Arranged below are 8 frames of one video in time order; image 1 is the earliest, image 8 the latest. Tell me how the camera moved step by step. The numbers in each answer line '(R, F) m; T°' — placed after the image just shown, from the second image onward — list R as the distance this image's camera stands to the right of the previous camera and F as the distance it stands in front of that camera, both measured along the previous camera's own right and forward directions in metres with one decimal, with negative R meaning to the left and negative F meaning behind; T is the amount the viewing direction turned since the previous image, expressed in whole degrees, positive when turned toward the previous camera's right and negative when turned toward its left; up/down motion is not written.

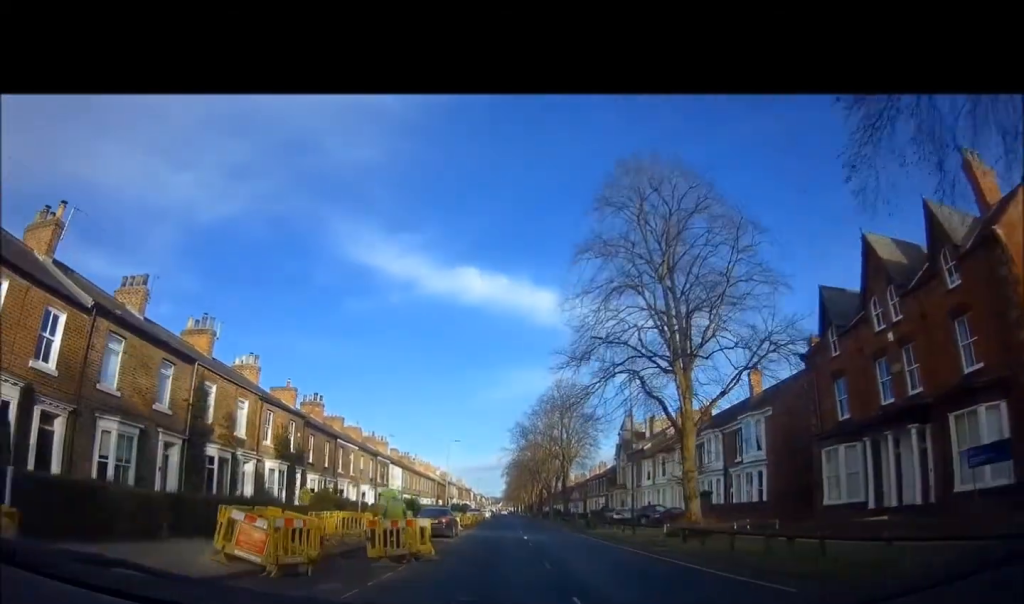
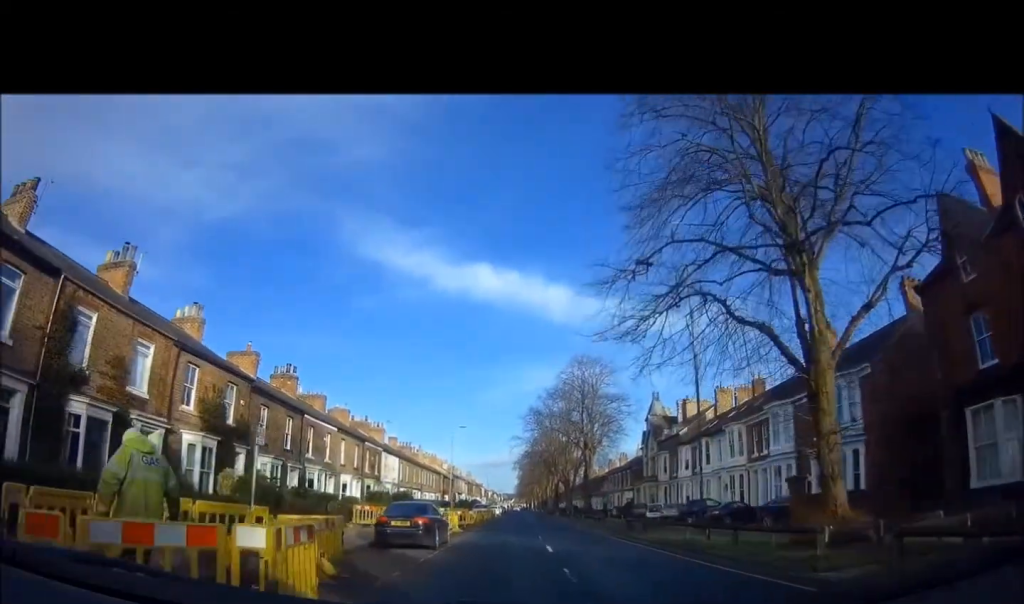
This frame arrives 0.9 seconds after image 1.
(-0.4, +8.1) m; -2°
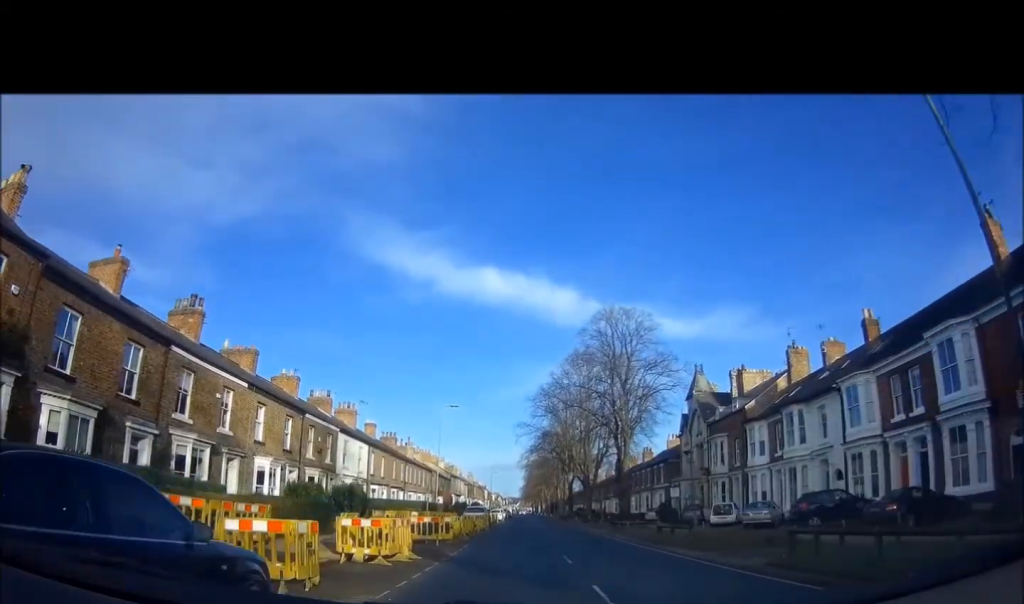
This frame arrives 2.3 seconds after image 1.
(0.0, +14.3) m; 0°
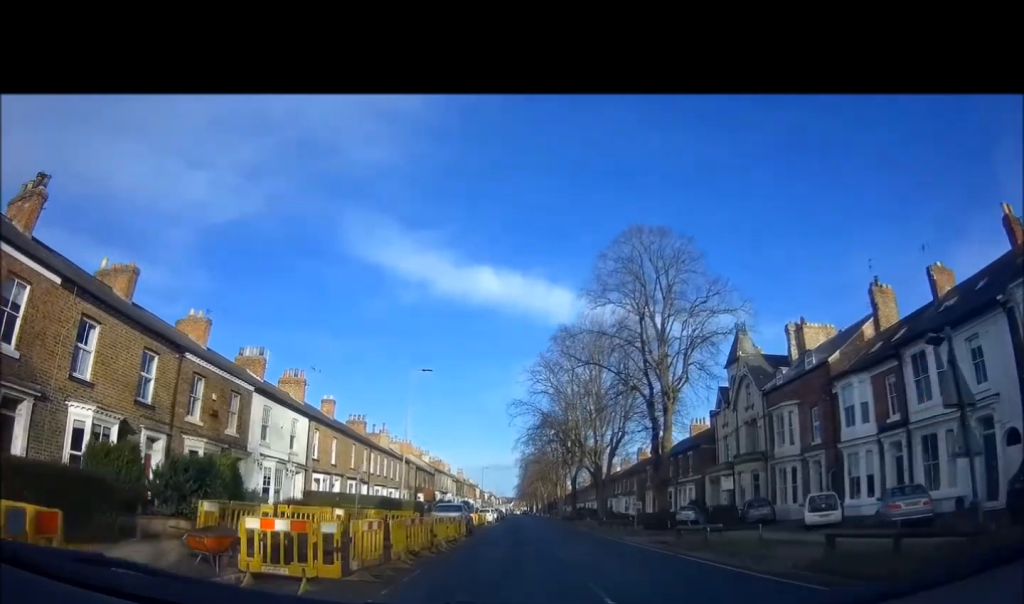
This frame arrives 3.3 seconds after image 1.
(0.0, +10.9) m; -1°
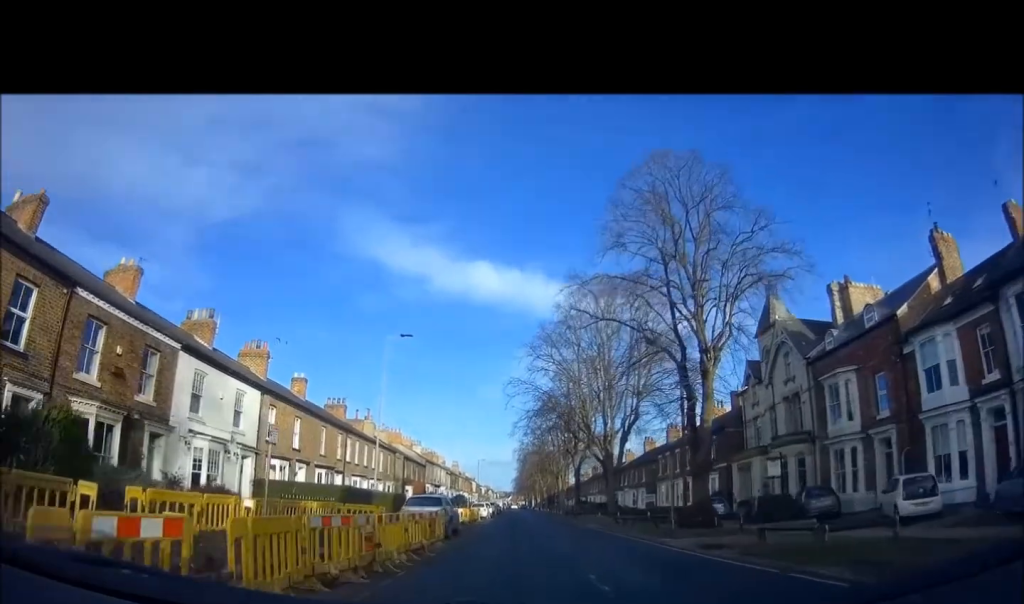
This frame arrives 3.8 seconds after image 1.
(-0.2, +5.7) m; 0°
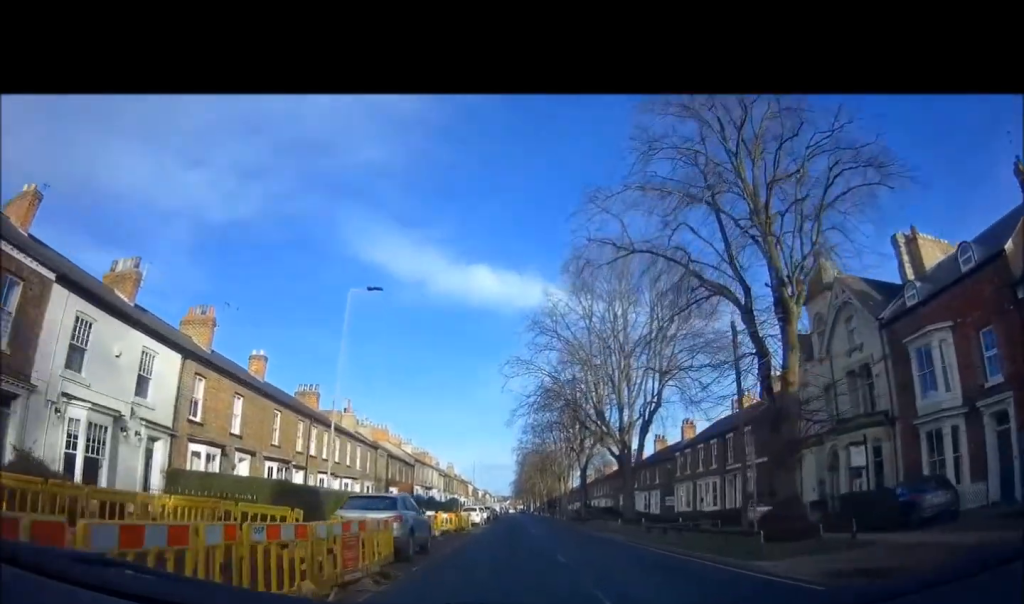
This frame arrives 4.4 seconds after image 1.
(+0.1, +7.1) m; 0°
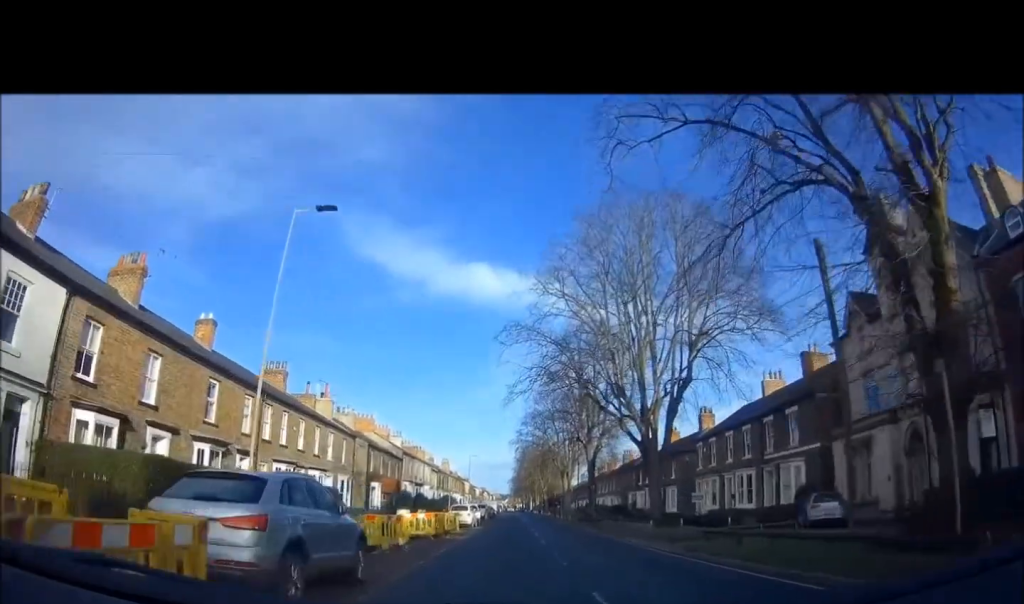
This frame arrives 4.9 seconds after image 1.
(+0.2, +6.0) m; 0°
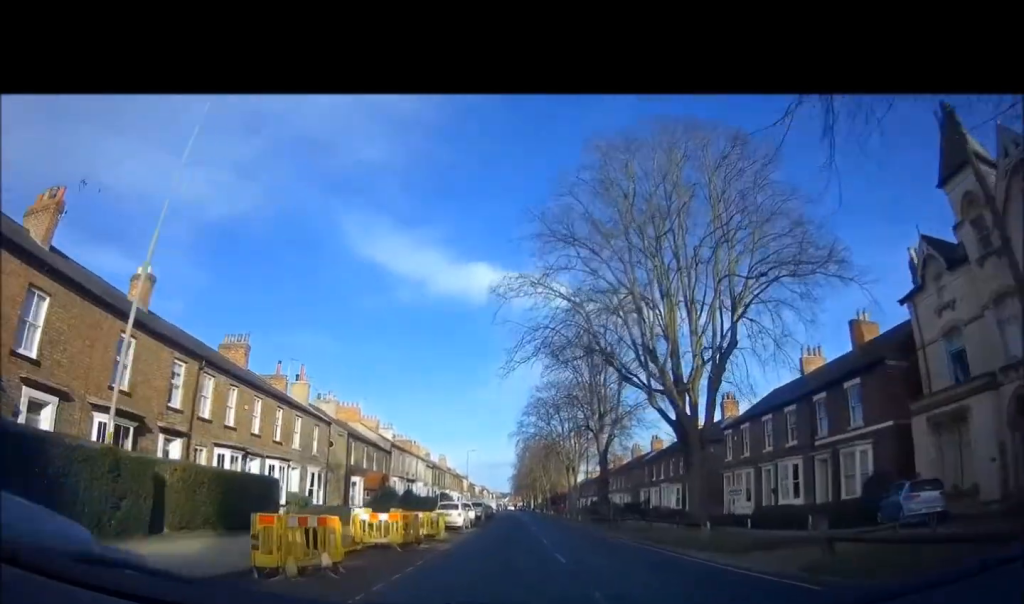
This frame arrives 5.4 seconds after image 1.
(-0.1, +6.0) m; -1°
